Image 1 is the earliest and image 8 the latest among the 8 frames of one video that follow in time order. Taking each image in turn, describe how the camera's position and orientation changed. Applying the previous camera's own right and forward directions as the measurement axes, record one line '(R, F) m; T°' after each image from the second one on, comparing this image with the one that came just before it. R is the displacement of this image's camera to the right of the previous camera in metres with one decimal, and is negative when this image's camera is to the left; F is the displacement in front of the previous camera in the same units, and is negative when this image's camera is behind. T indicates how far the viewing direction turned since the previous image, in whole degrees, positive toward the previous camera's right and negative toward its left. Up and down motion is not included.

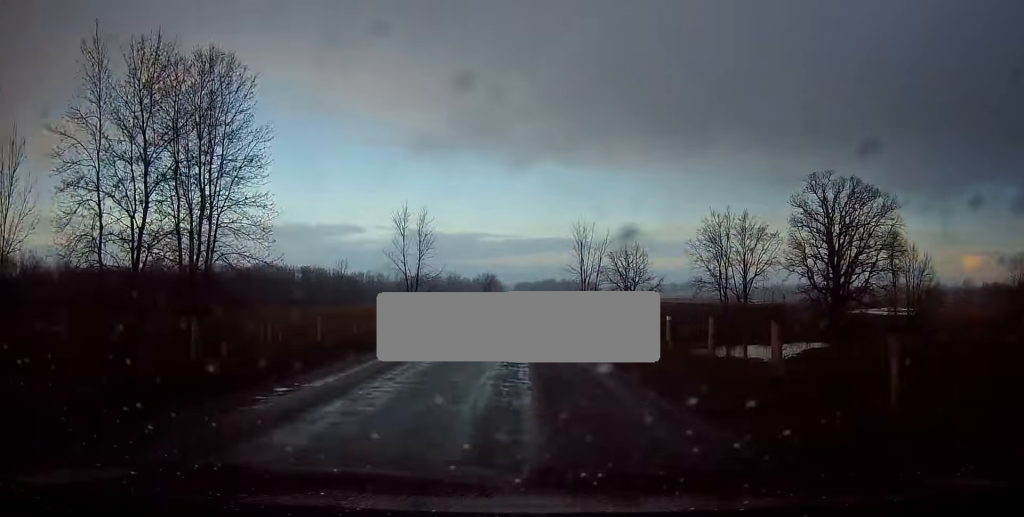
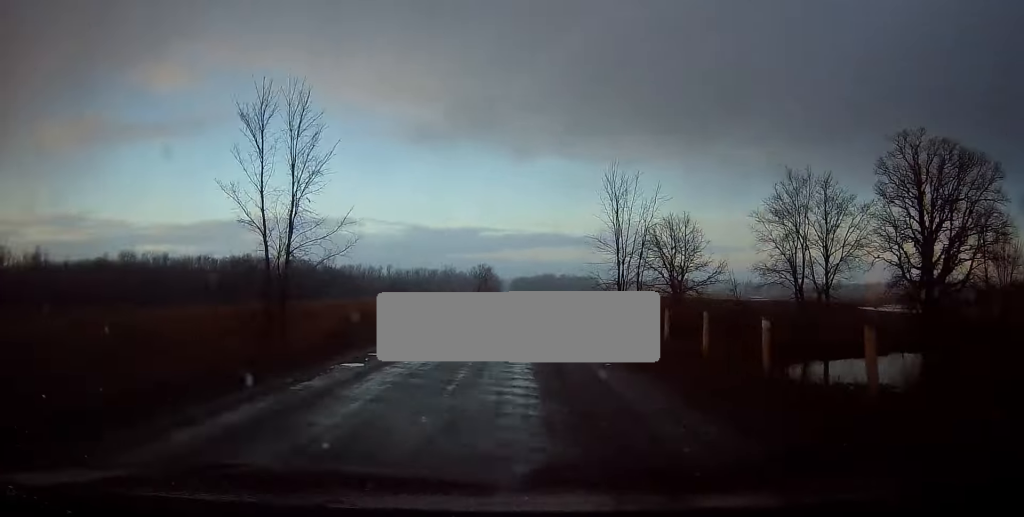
(+0.2, +24.7) m; 0°
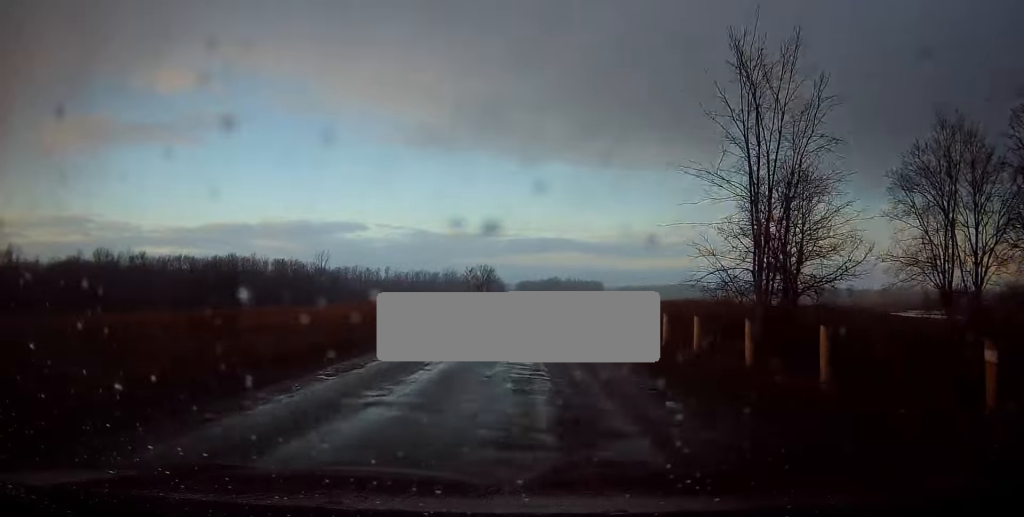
(-0.4, +24.1) m; 0°
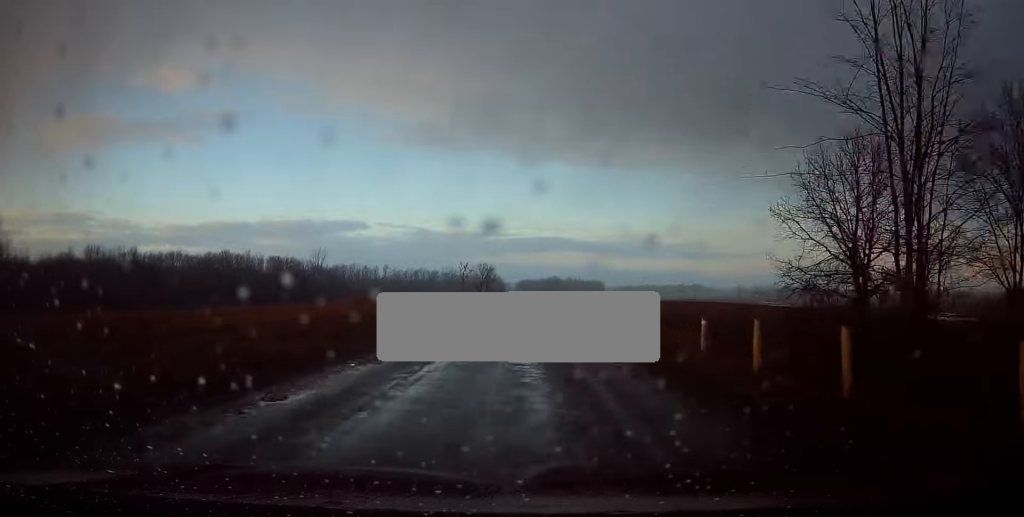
(-0.1, +7.6) m; +1°
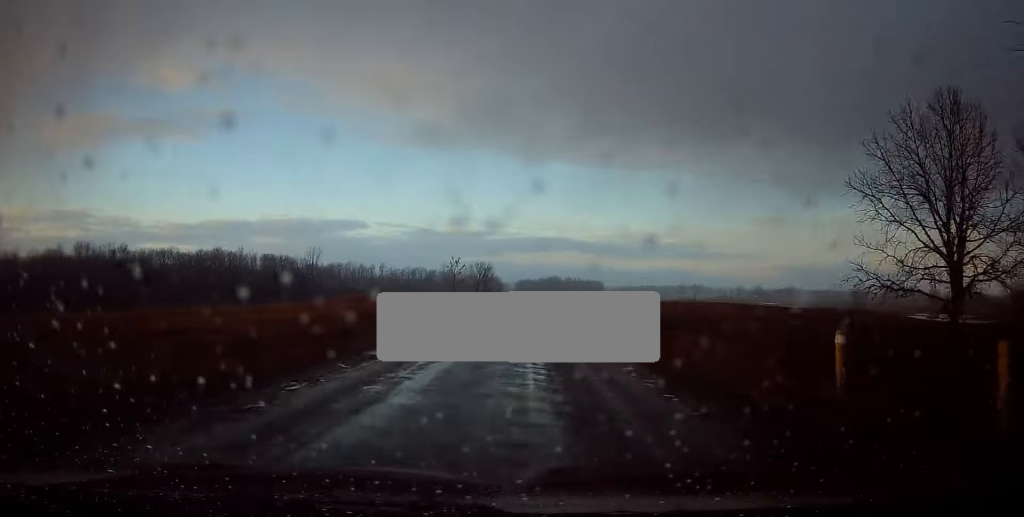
(+0.1, +6.9) m; 0°
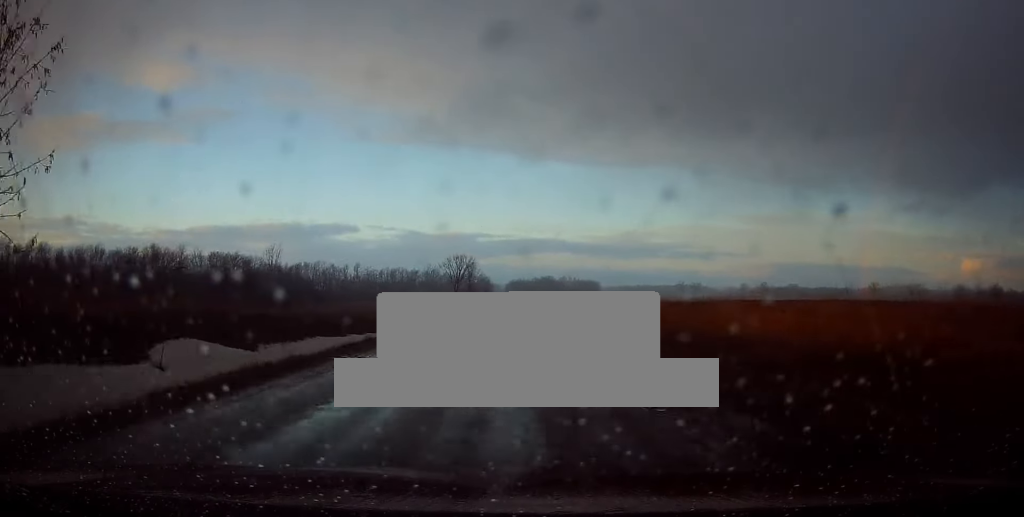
(-0.1, +50.6) m; 0°
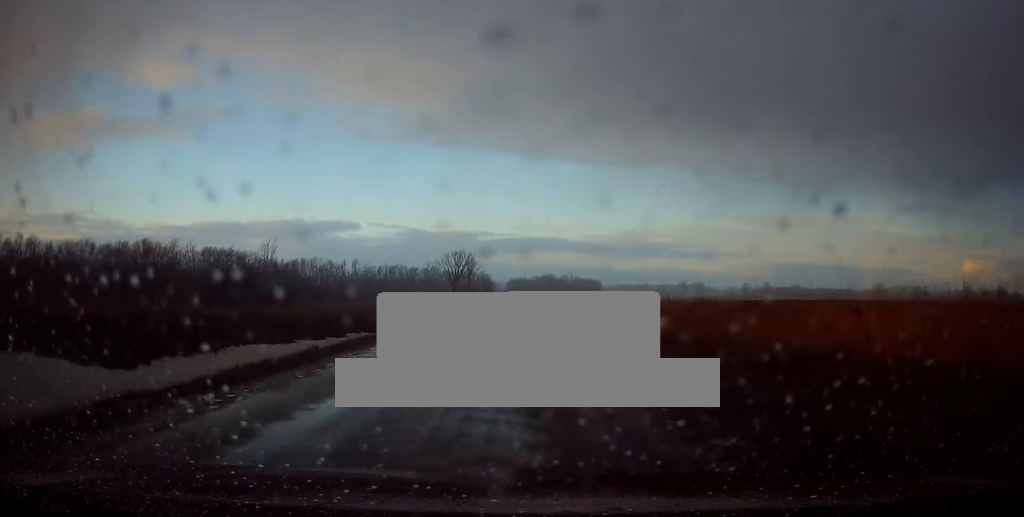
(0.0, +7.2) m; 0°
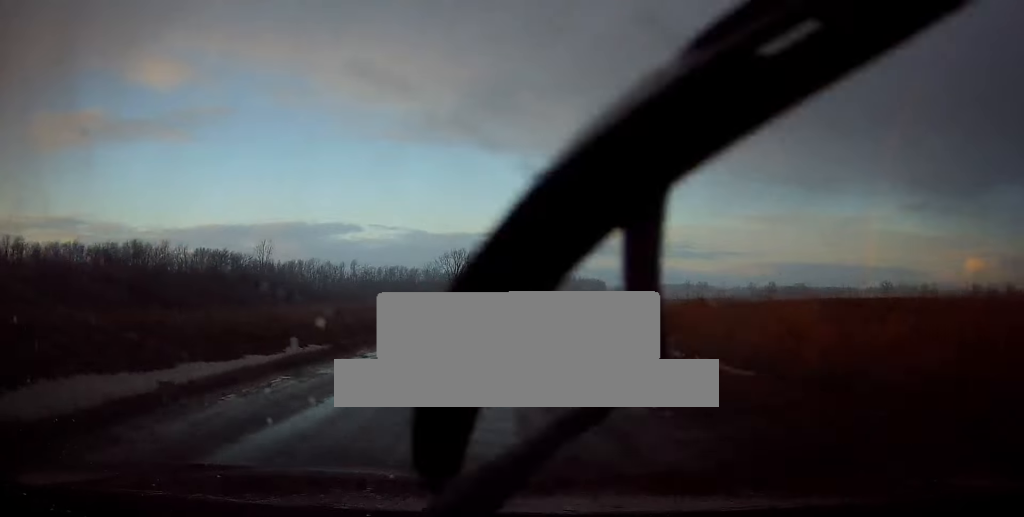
(0.0, +8.9) m; 0°
